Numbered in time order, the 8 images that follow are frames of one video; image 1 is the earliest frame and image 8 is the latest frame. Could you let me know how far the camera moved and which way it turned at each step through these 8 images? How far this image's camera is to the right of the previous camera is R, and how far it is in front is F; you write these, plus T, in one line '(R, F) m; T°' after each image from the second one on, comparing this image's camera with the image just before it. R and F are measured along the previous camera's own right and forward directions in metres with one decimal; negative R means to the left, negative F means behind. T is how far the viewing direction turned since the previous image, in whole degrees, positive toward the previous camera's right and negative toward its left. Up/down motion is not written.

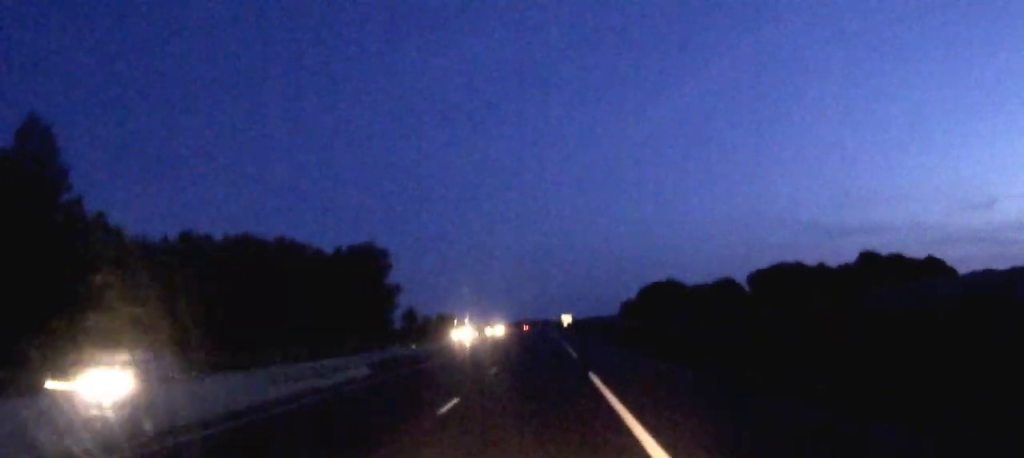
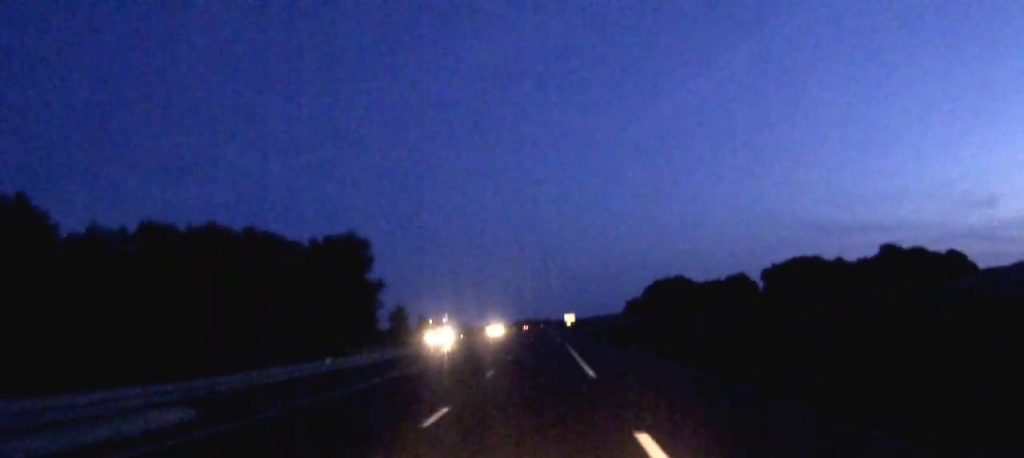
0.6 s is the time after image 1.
(0.0, +14.8) m; 0°
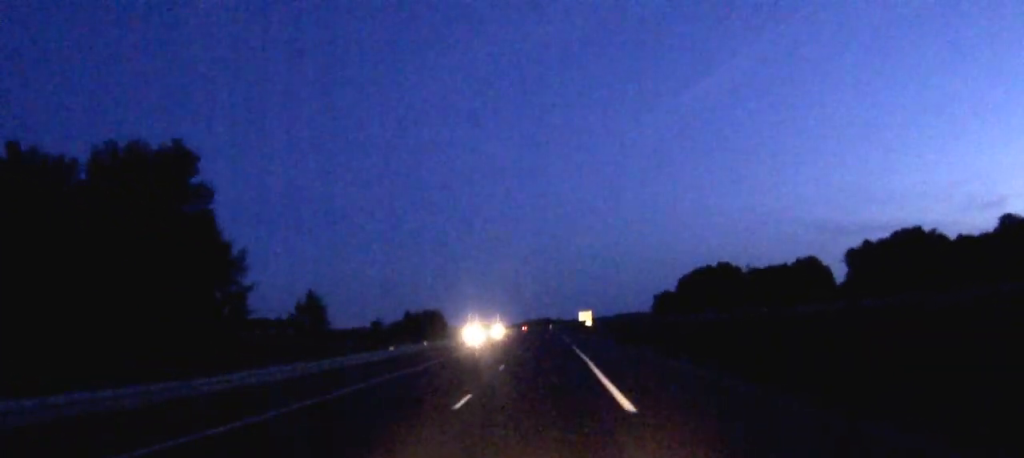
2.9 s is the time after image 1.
(-0.4, +61.9) m; -1°
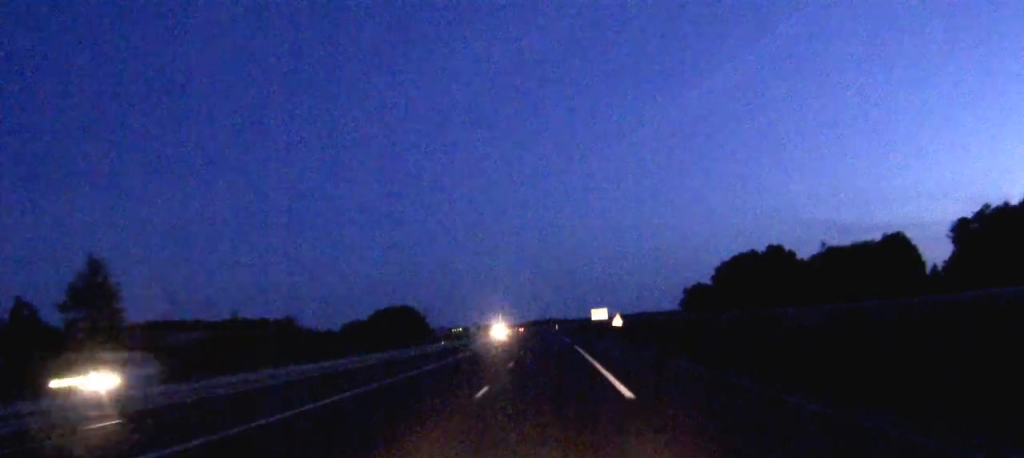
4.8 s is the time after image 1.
(-0.1, +49.2) m; 0°
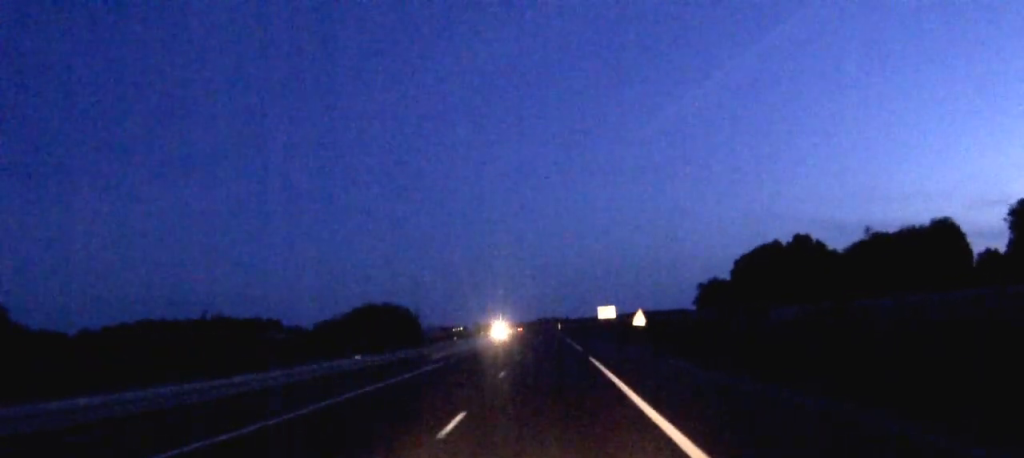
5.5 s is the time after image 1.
(-0.1, +19.5) m; 0°
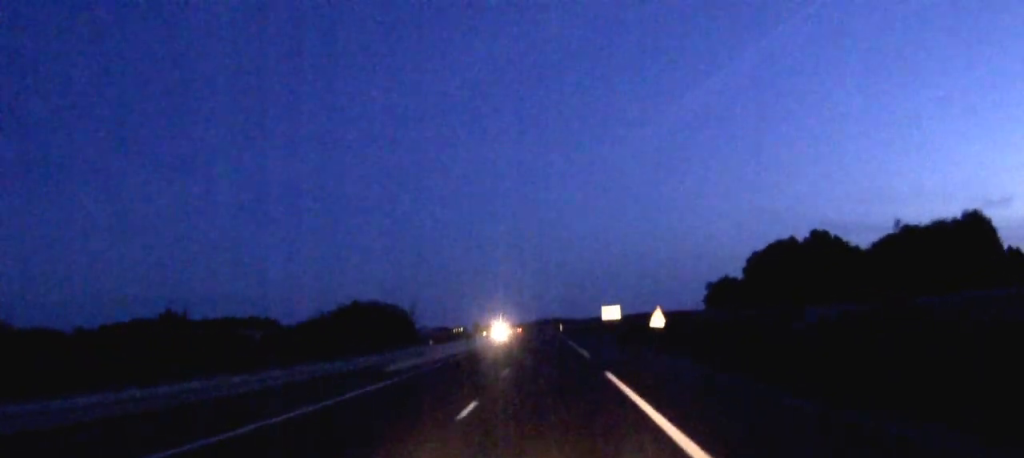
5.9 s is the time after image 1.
(0.0, +10.7) m; 0°
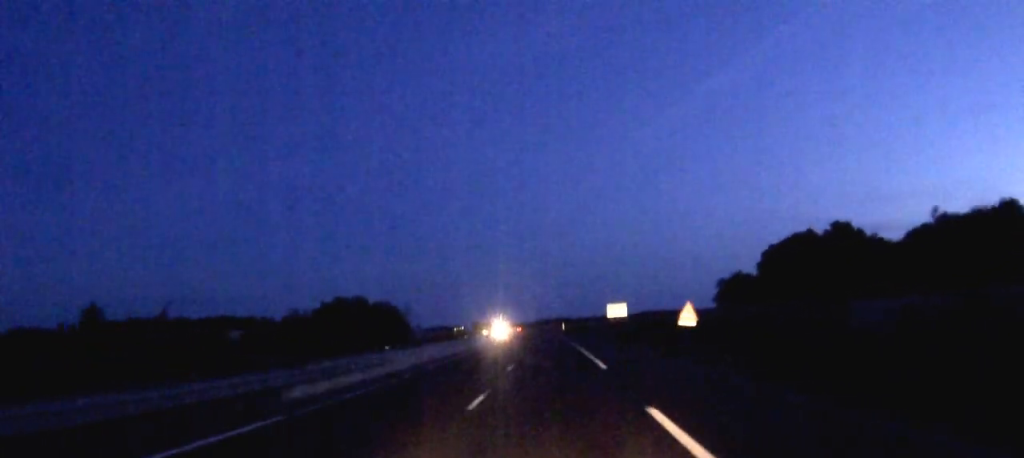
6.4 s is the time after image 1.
(0.0, +11.6) m; 0°
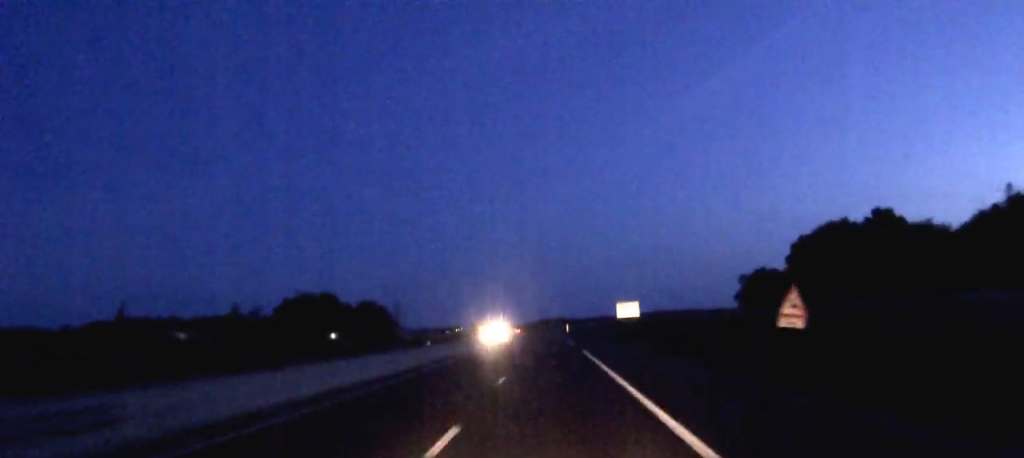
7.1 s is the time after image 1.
(-0.1, +18.6) m; 0°
